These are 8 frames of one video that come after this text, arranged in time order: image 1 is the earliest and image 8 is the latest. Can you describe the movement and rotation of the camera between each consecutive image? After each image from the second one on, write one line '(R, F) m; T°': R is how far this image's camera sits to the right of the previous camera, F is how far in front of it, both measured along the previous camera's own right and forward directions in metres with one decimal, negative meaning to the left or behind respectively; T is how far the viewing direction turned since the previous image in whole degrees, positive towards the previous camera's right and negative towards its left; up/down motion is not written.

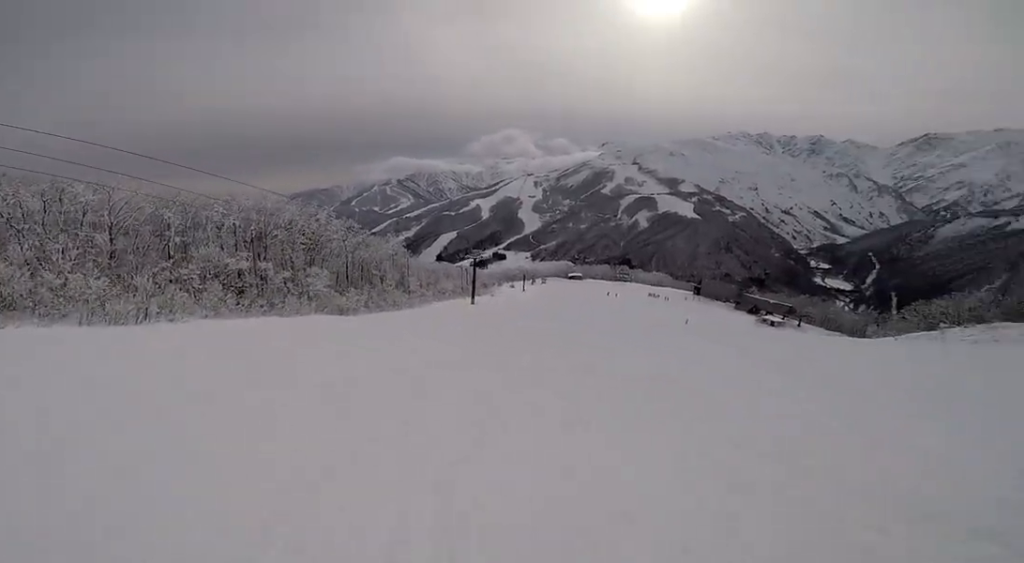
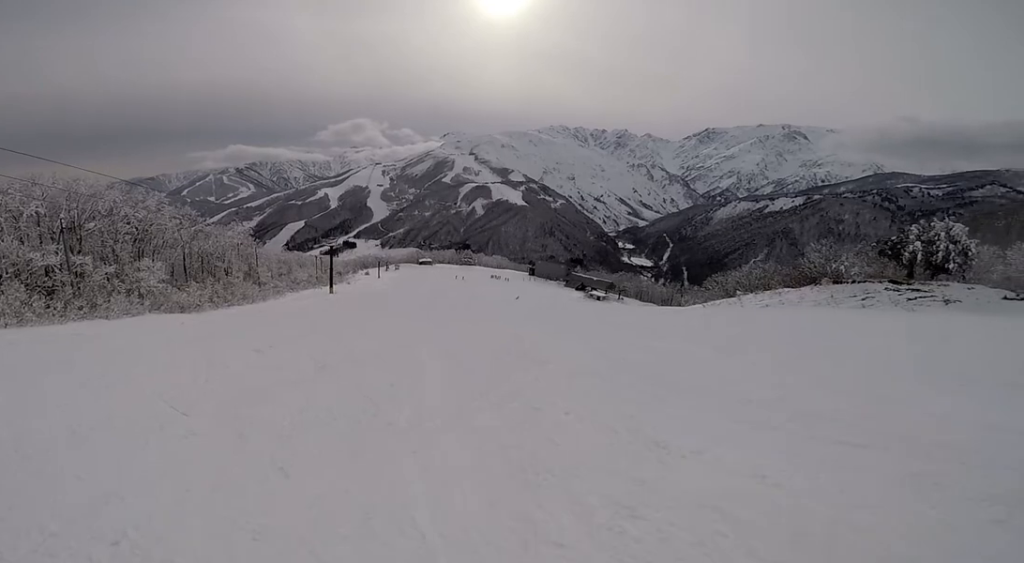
(+0.1, +2.9) m; +9°
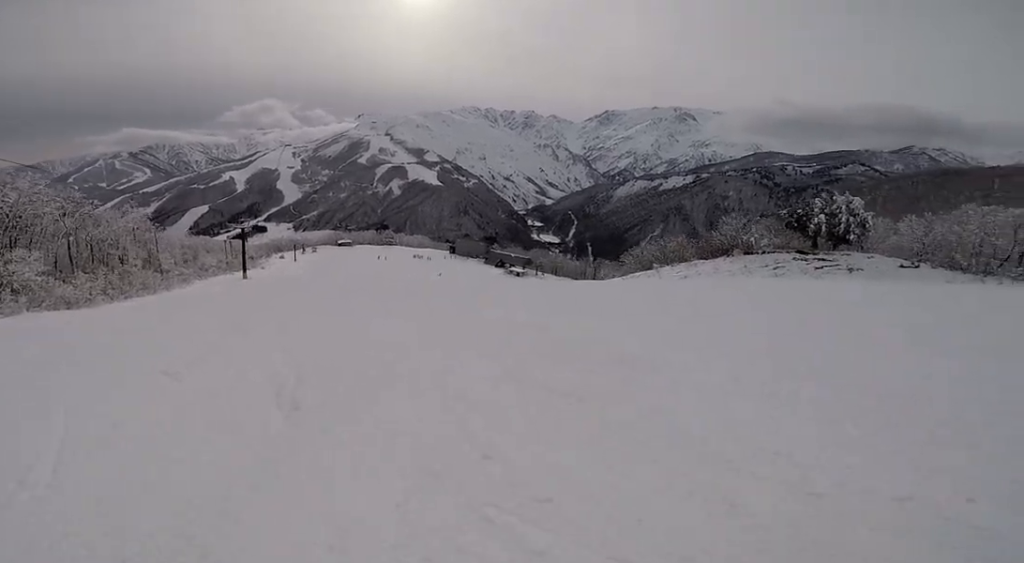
(+0.5, +3.7) m; +13°
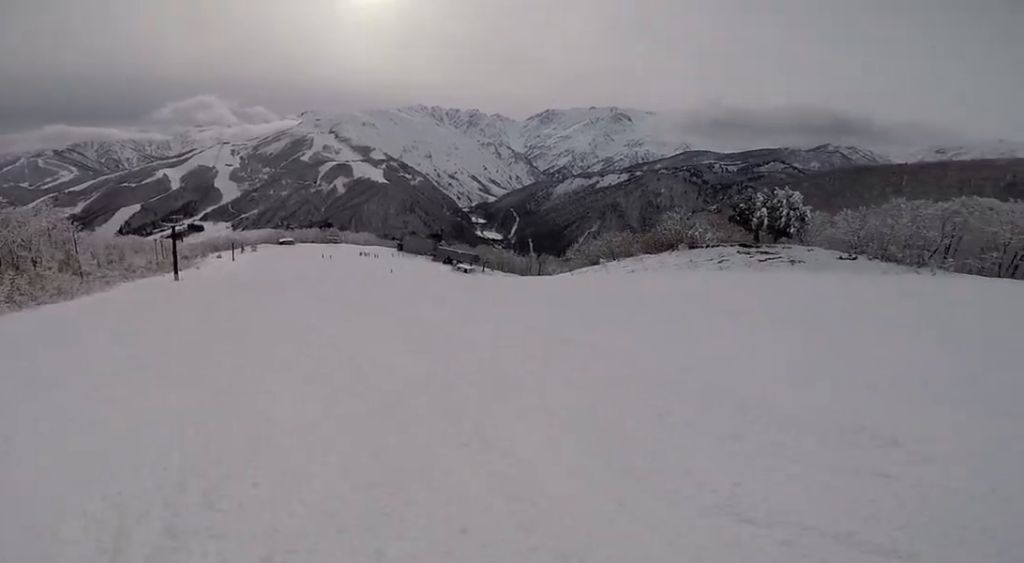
(+0.1, +2.8) m; +8°
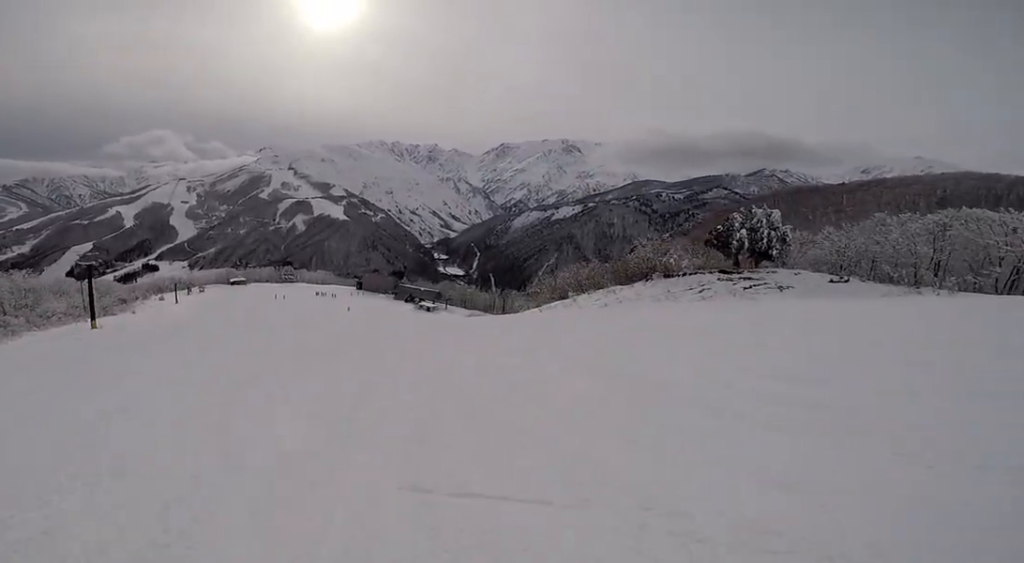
(+1.3, +9.3) m; +1°
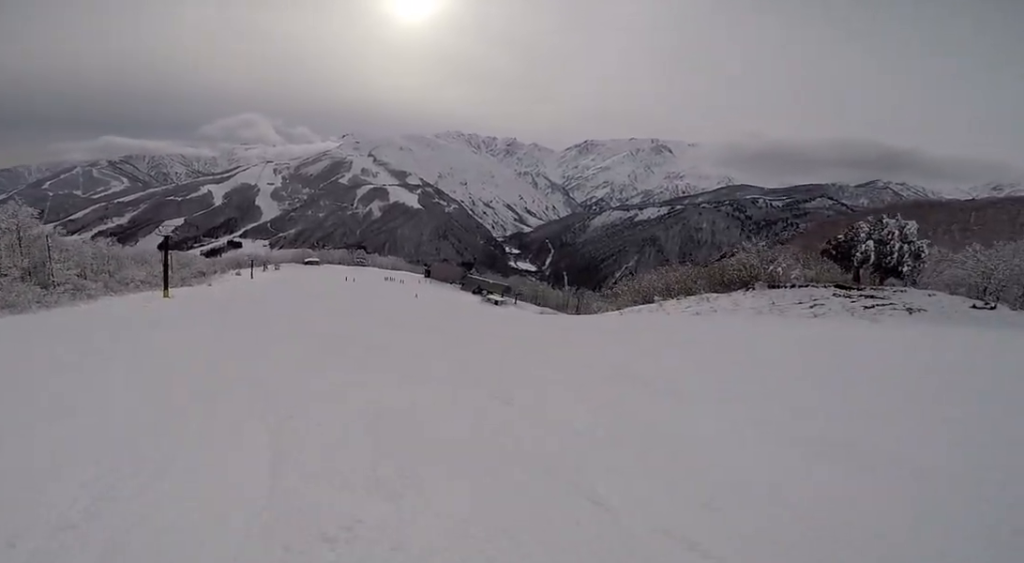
(-0.2, +3.7) m; -3°
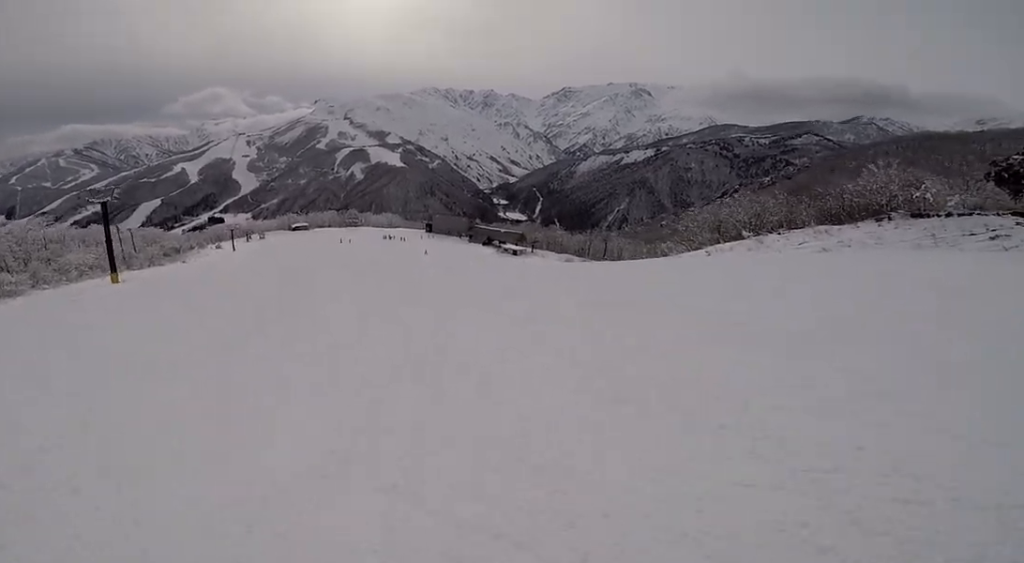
(-0.8, +19.2) m; -8°
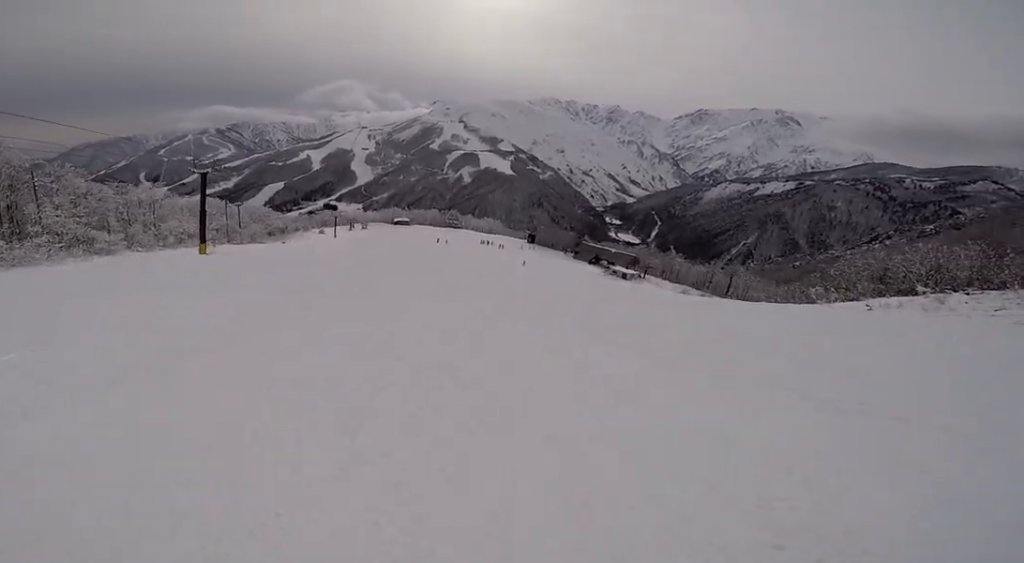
(0.0, +5.8) m; 0°
